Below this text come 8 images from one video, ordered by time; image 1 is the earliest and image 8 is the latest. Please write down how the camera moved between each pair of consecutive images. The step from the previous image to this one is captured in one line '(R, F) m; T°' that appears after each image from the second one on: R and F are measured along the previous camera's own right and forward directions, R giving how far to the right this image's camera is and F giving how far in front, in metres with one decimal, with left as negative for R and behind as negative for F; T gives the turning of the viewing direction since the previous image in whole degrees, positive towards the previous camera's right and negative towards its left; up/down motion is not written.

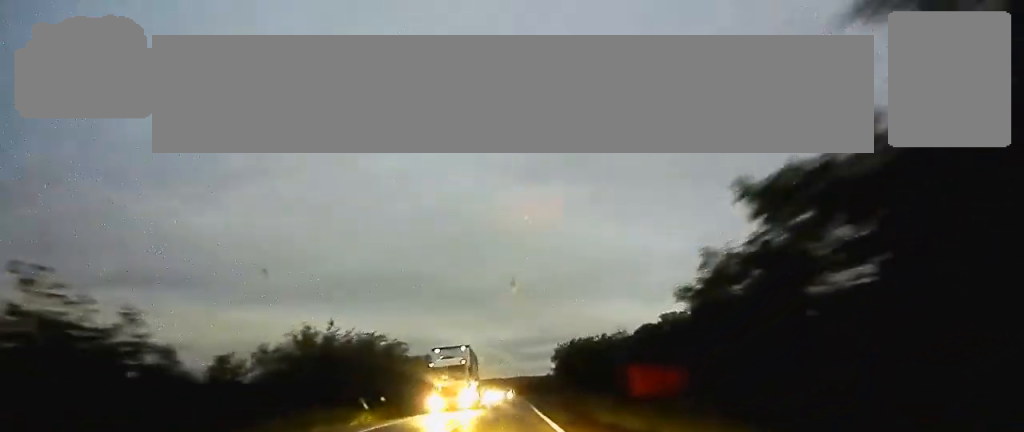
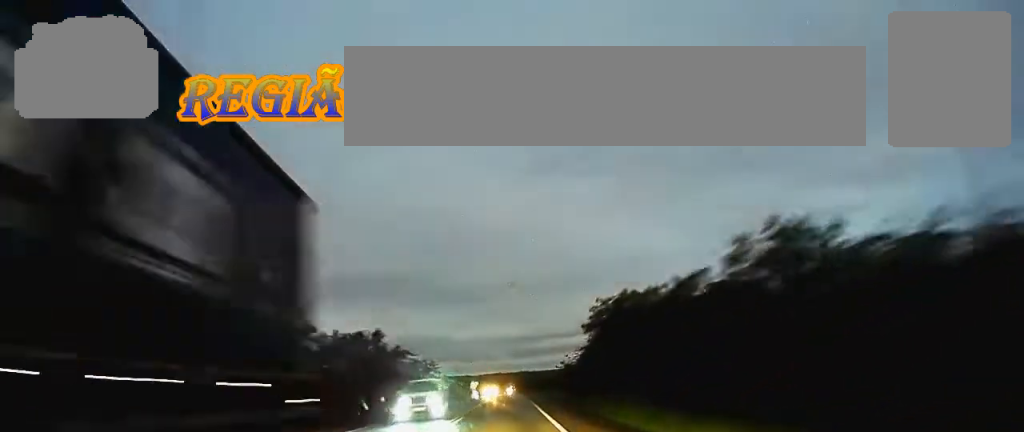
(+0.1, +32.6) m; 0°
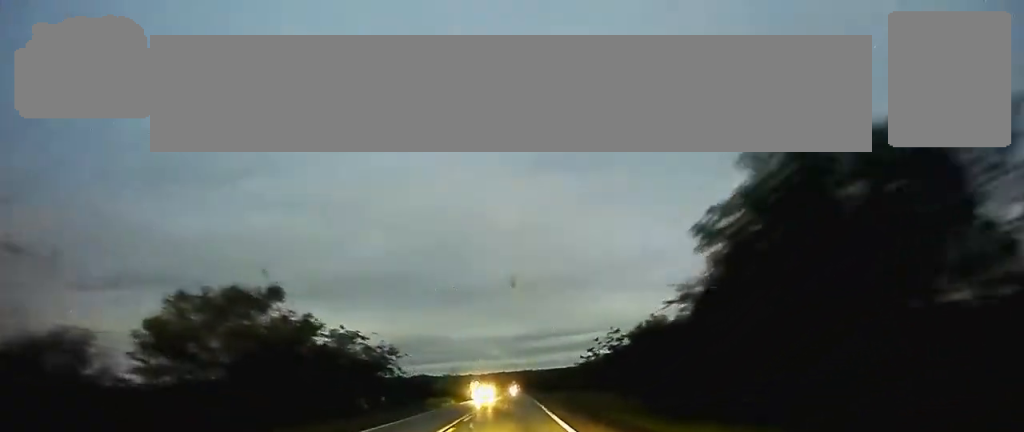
(0.0, +25.4) m; 0°
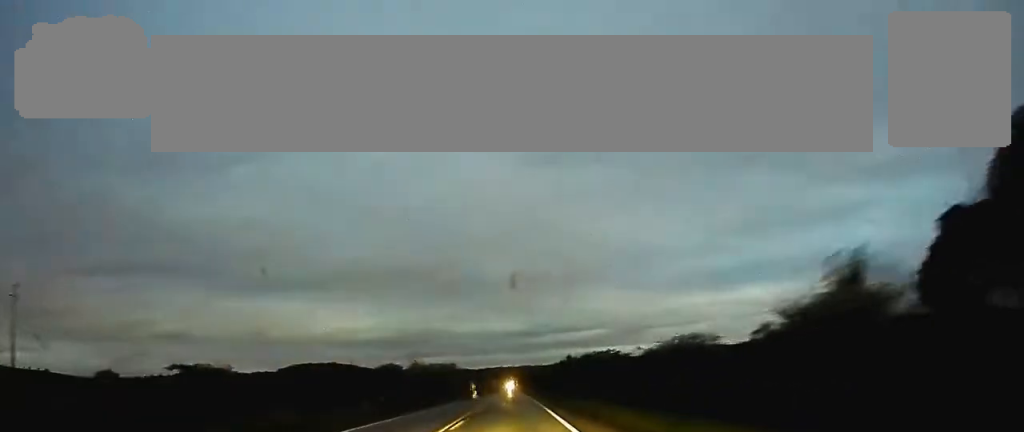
(0.0, +54.8) m; 0°
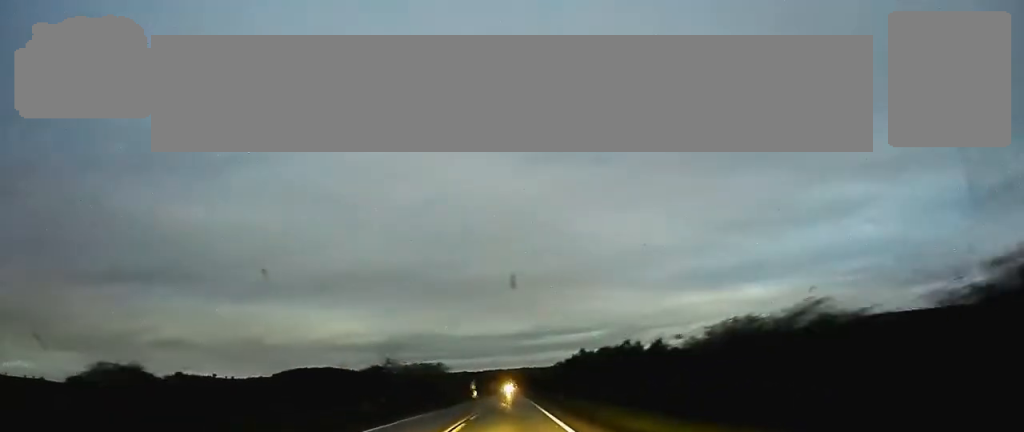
(-0.1, +16.2) m; 0°
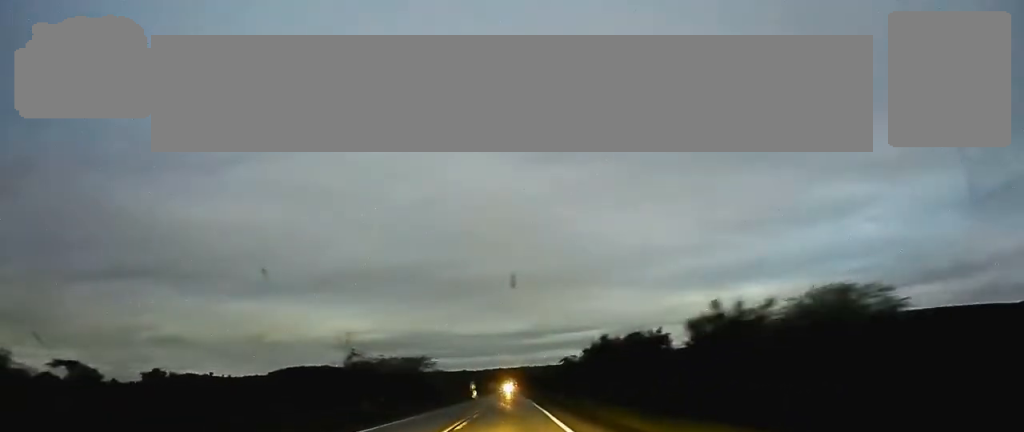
(0.0, +15.2) m; 0°
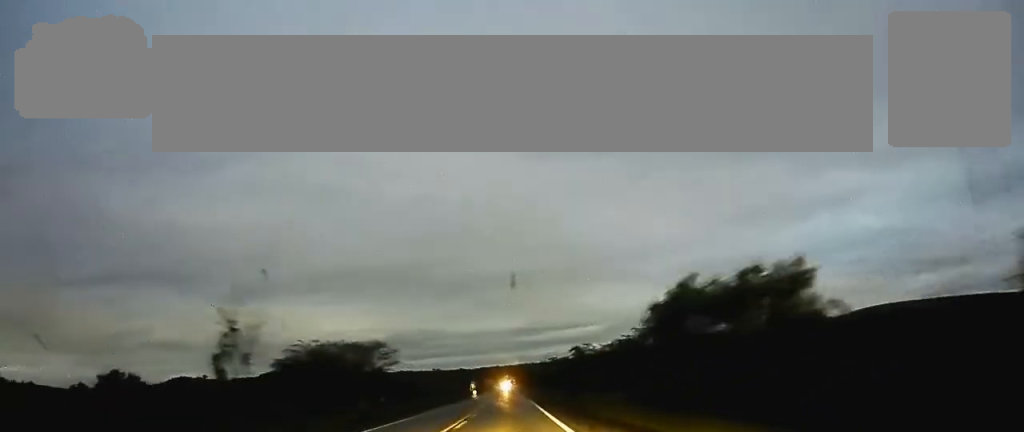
(+0.1, +23.3) m; 0°
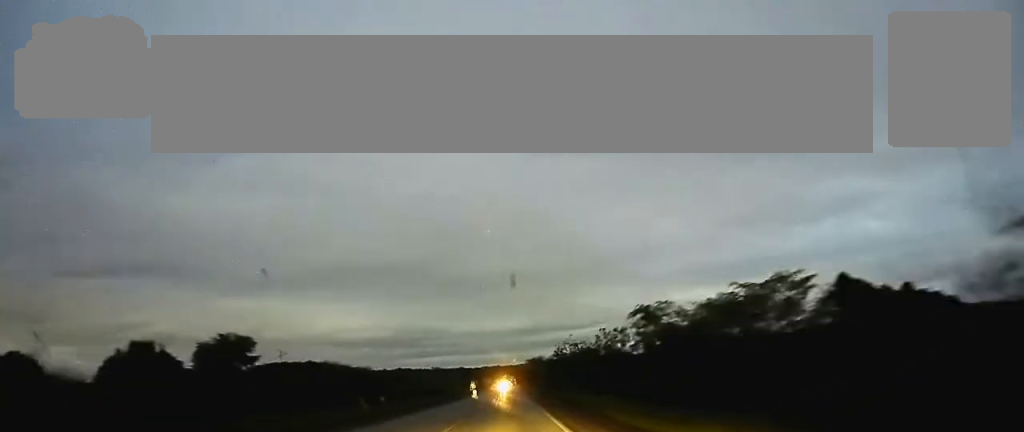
(0.0, +45.7) m; 0°
